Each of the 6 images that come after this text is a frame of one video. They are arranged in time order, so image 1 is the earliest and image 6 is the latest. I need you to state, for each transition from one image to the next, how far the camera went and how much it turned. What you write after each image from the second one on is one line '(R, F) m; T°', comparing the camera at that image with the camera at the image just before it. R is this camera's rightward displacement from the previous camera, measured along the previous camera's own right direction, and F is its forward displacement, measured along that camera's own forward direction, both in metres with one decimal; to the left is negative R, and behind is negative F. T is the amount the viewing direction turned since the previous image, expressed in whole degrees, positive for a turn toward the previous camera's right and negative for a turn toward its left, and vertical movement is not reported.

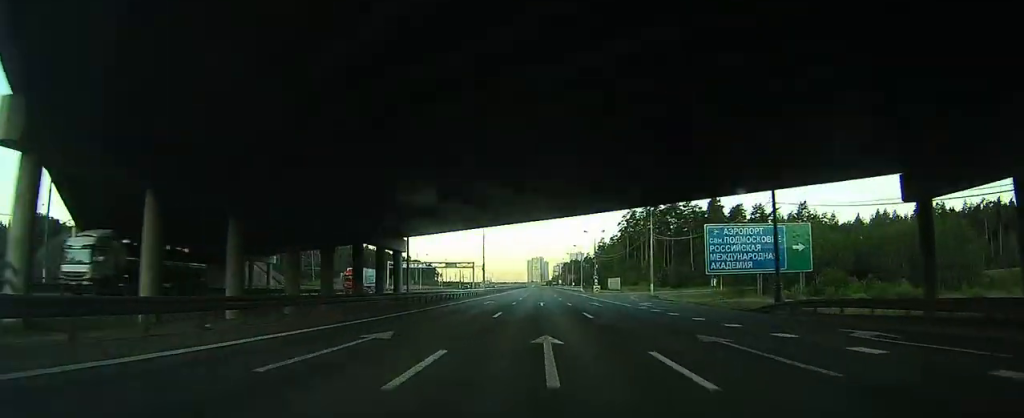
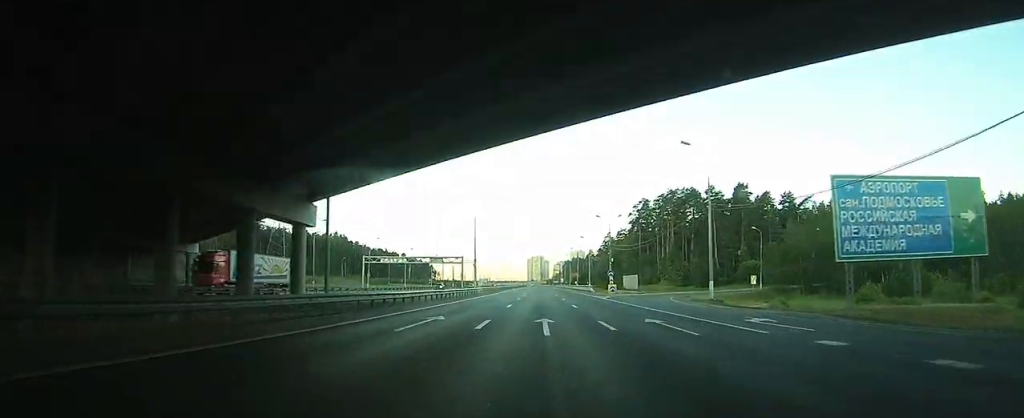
(0.0, +22.2) m; 0°
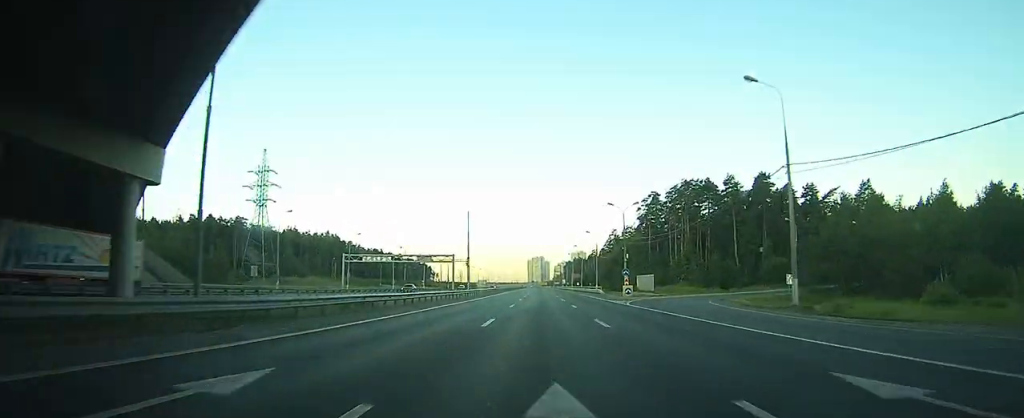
(-0.1, +14.1) m; 0°
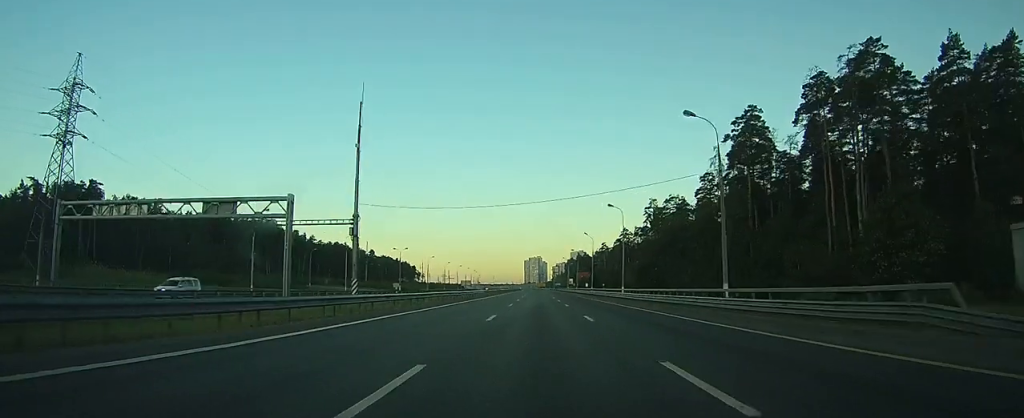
(-0.8, +76.7) m; -1°
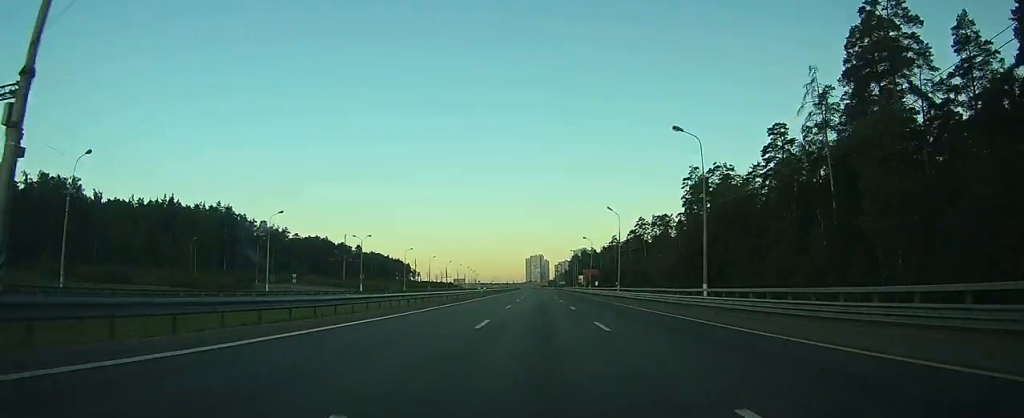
(+0.2, +36.2) m; 0°
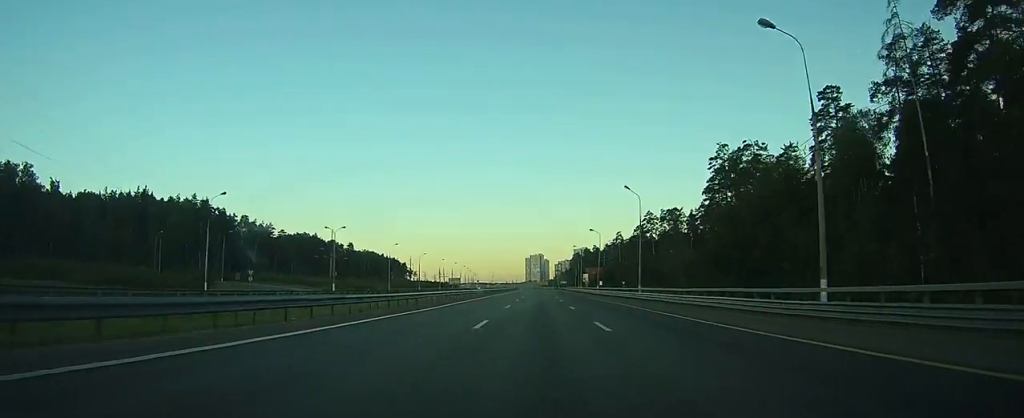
(0.0, +16.6) m; 0°
